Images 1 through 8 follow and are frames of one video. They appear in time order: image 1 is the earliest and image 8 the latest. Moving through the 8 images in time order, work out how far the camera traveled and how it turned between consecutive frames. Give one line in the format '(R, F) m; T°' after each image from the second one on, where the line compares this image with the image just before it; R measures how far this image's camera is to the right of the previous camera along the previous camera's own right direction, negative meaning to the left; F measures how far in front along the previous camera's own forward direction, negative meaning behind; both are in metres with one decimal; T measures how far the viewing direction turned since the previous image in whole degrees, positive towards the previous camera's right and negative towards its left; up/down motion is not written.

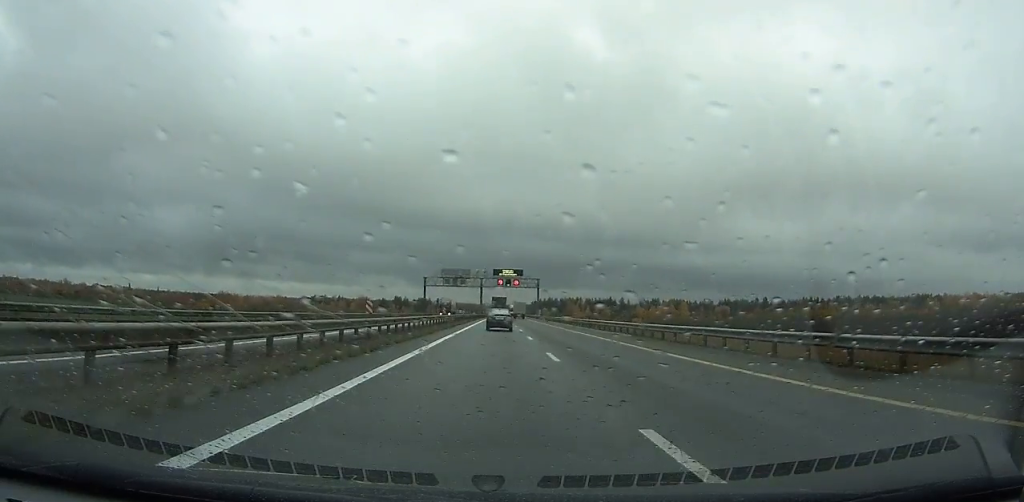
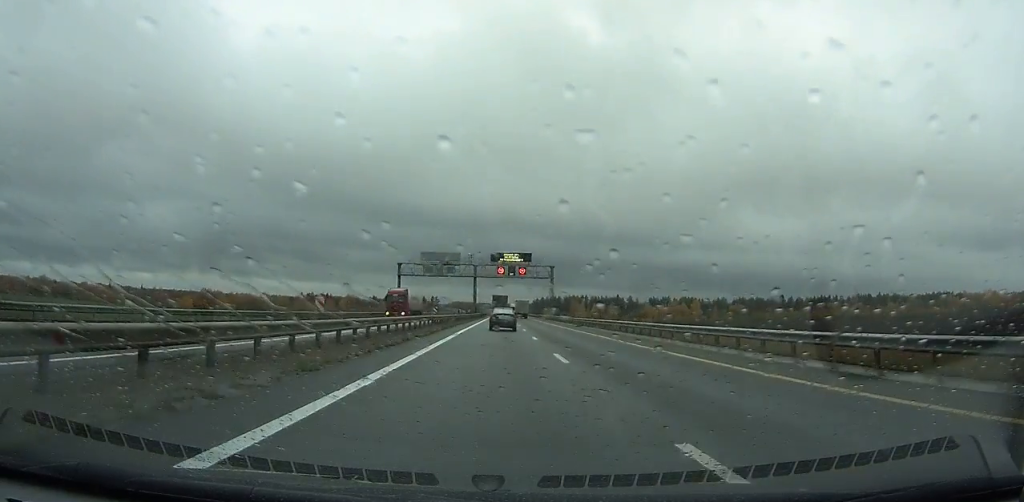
(0.0, +35.6) m; 0°
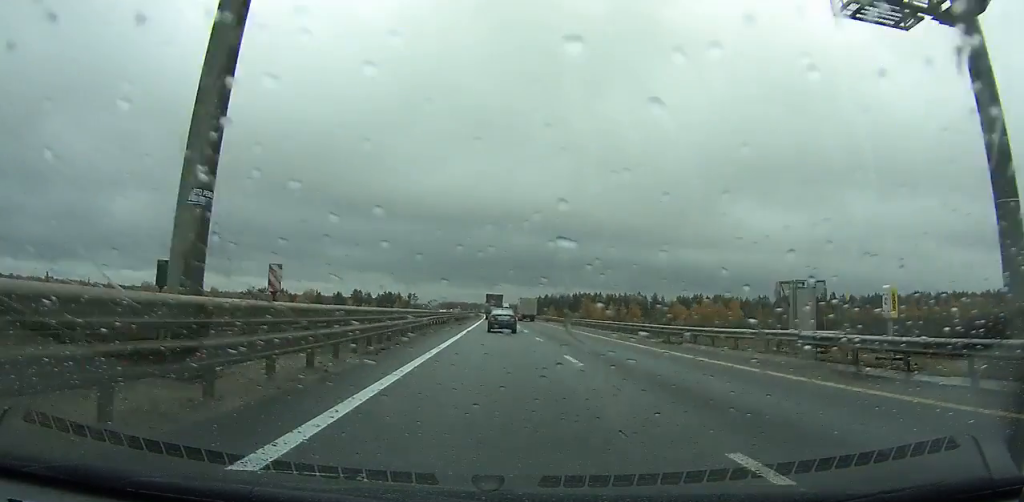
(+0.2, +94.3) m; 0°
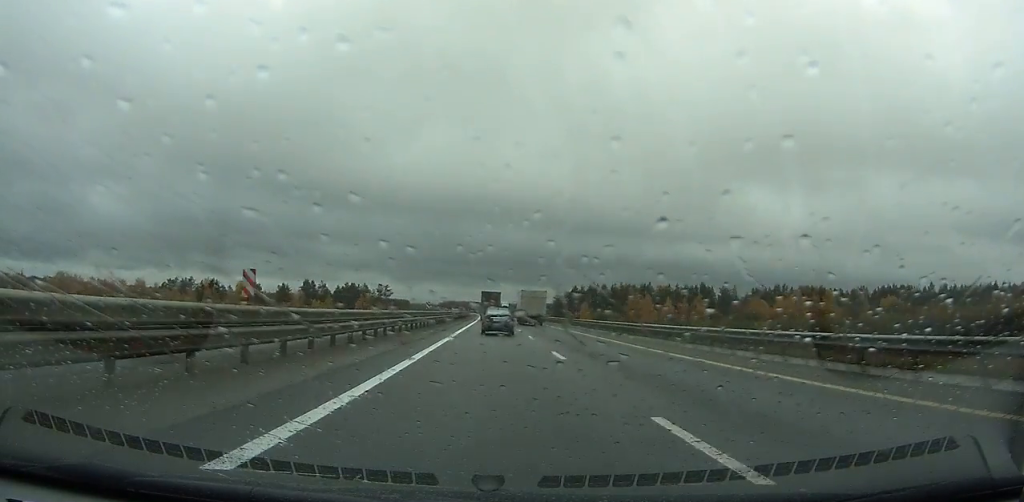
(+0.3, +116.9) m; 0°
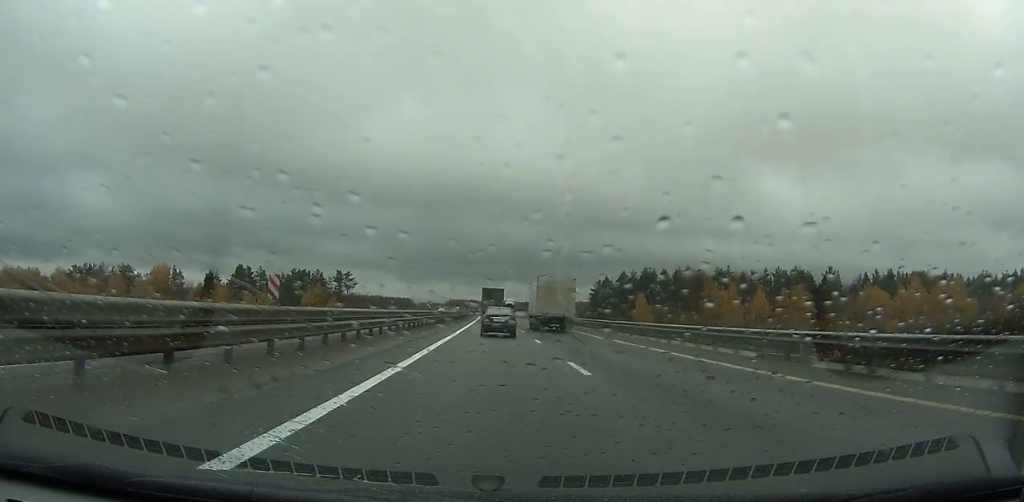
(-0.6, +87.9) m; -1°
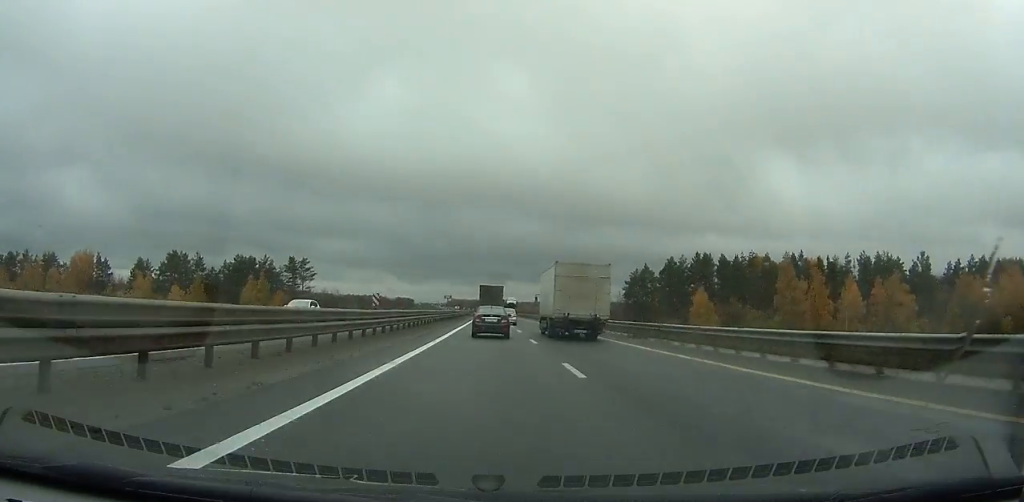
(0.0, +48.4) m; 0°
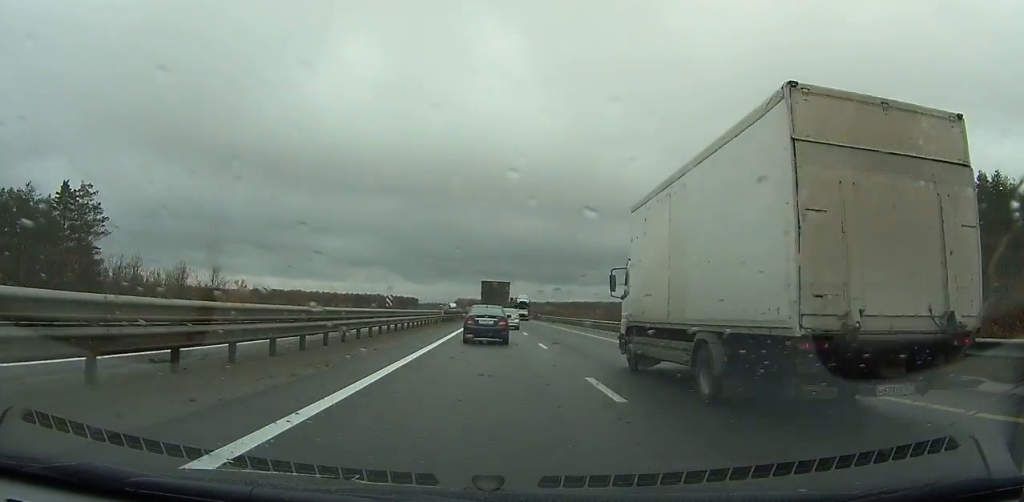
(-0.4, +86.4) m; -1°
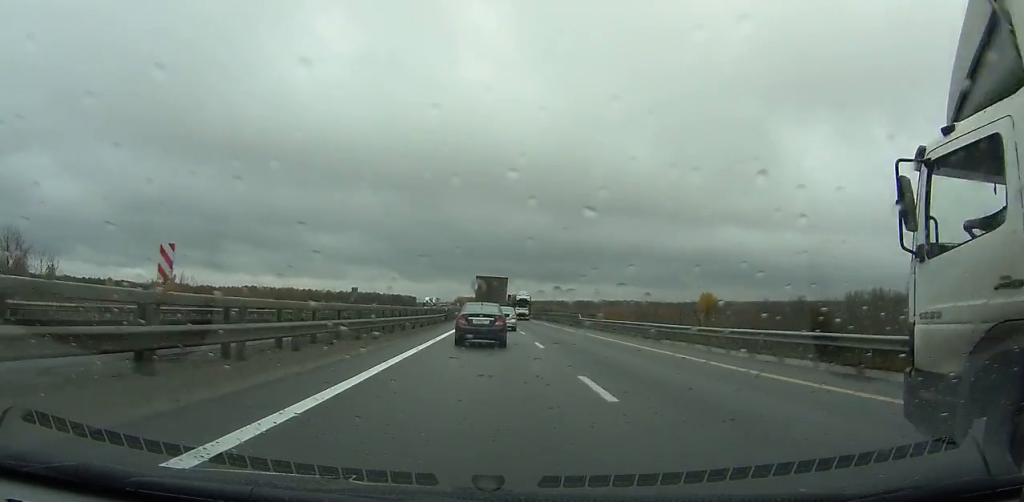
(-0.4, +47.9) m; 0°
